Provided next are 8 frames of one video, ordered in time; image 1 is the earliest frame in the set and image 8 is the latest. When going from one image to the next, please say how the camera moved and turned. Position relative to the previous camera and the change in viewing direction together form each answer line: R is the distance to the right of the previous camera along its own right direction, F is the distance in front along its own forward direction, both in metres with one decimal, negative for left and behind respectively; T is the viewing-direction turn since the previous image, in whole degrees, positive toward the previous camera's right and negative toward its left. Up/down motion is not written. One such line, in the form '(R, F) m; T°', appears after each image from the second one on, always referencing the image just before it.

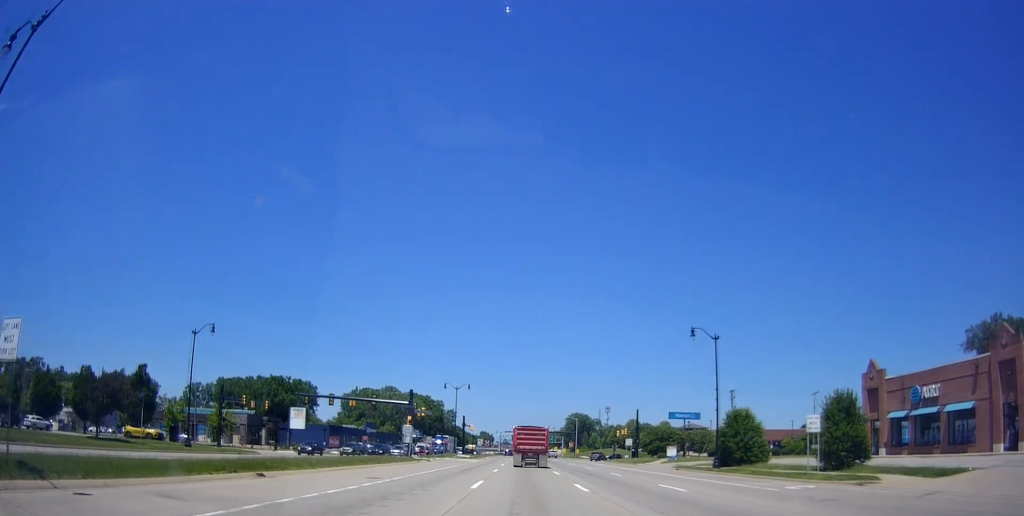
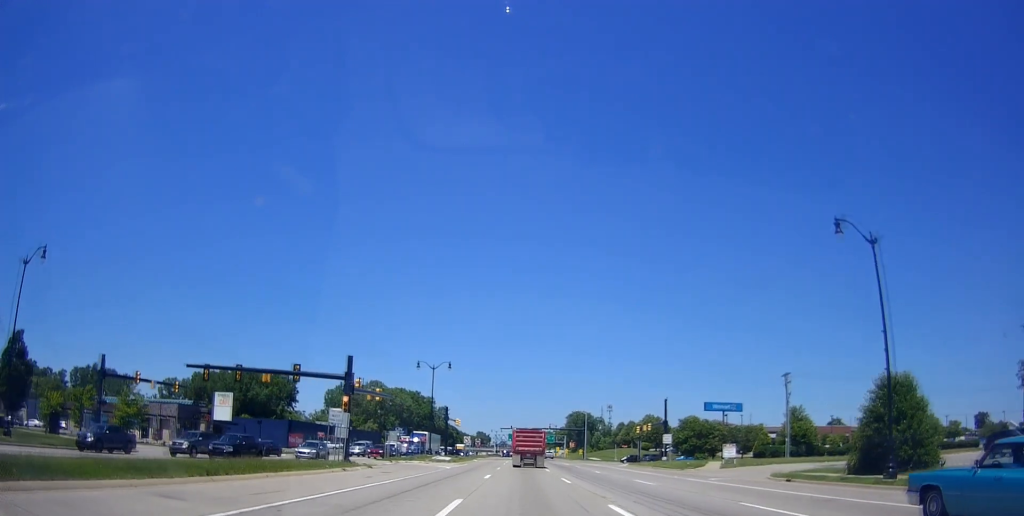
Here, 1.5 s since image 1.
(+0.5, +23.3) m; +2°
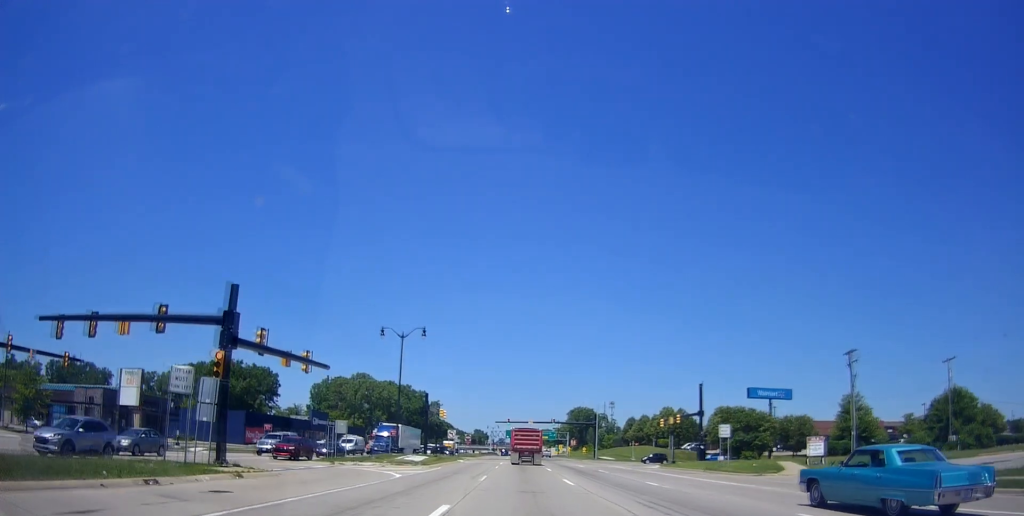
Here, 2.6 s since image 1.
(-0.2, +18.4) m; 0°
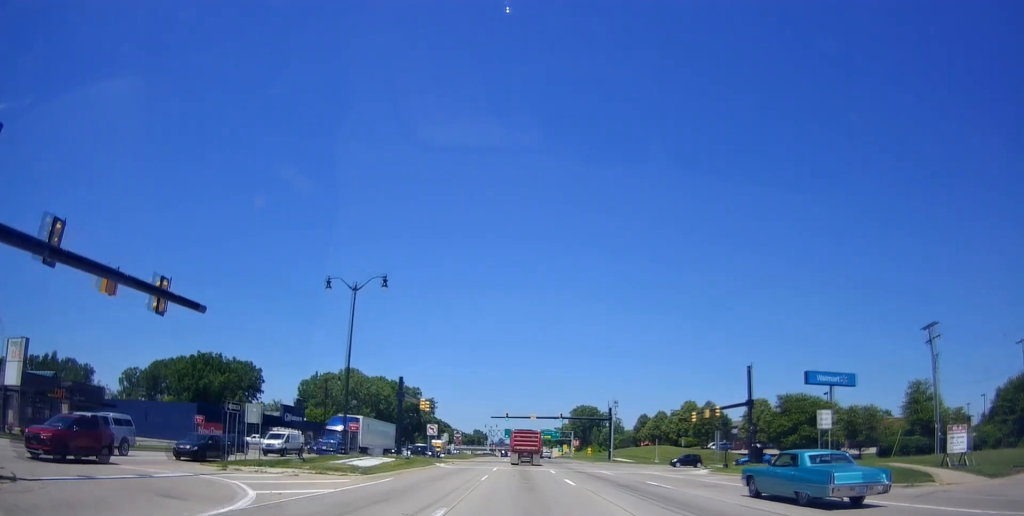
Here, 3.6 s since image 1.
(+0.2, +15.7) m; 0°
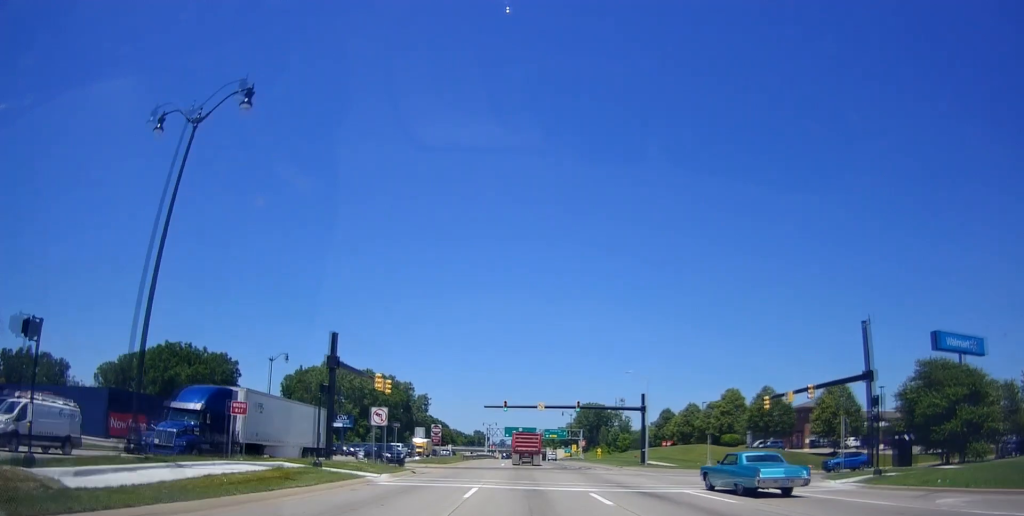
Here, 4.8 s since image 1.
(-0.4, +20.5) m; -1°
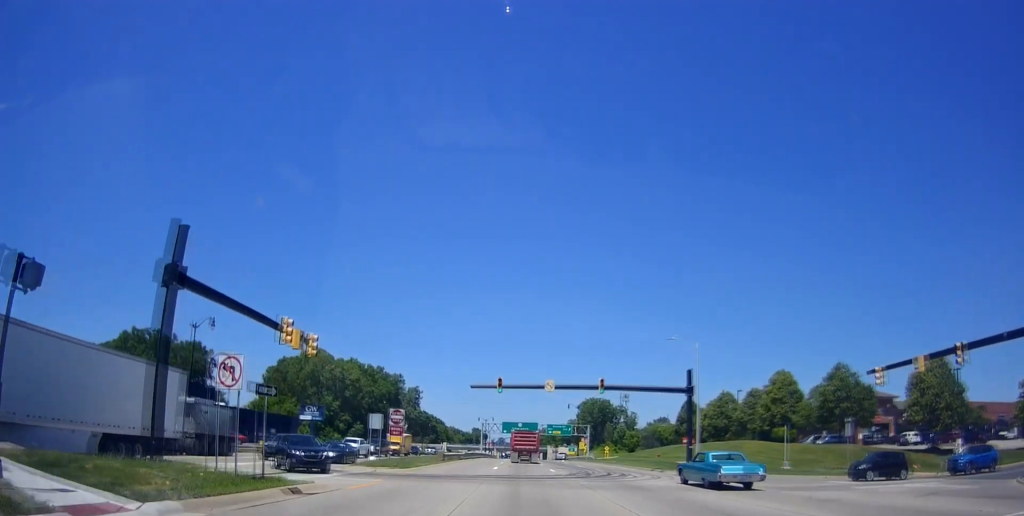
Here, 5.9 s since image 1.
(+0.2, +16.9) m; 0°
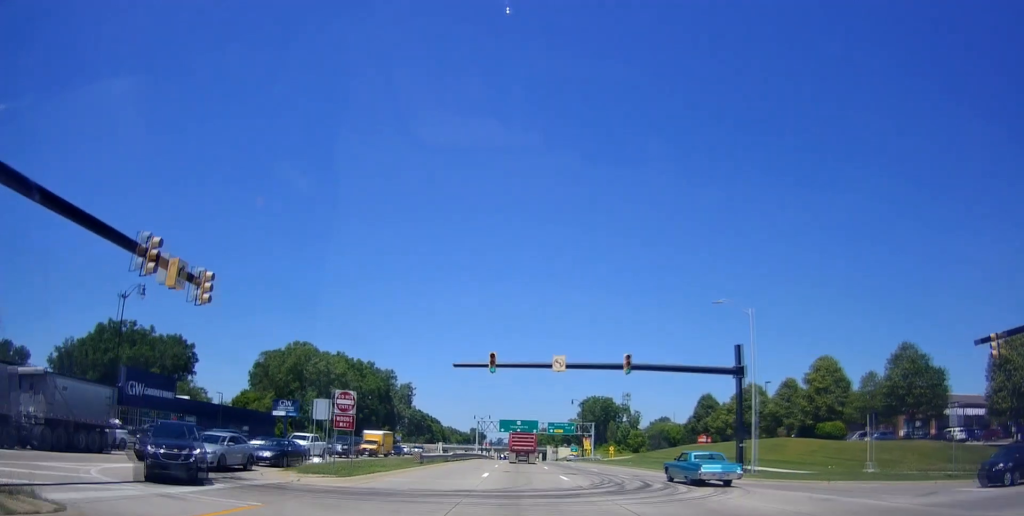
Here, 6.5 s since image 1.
(+0.1, +10.5) m; -1°
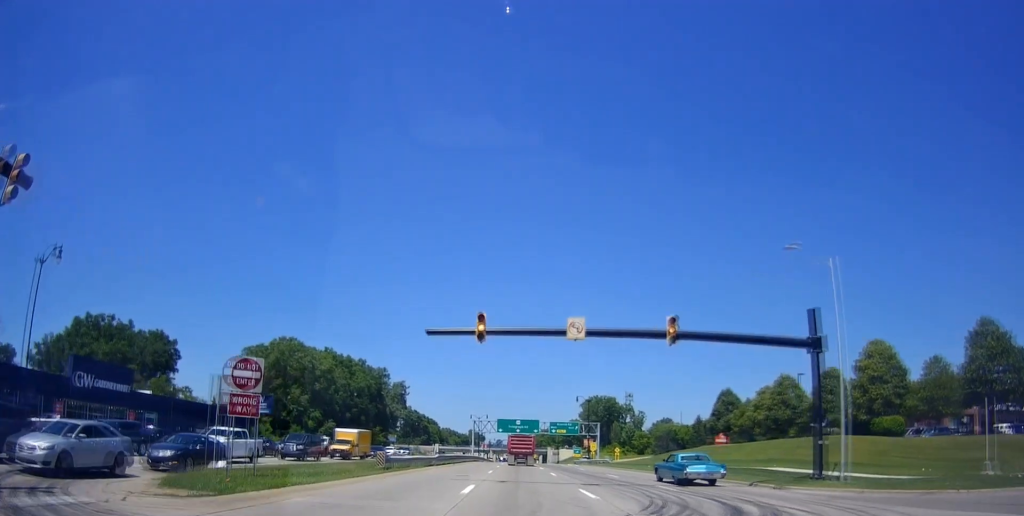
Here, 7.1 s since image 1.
(-0.4, +9.7) m; 0°
